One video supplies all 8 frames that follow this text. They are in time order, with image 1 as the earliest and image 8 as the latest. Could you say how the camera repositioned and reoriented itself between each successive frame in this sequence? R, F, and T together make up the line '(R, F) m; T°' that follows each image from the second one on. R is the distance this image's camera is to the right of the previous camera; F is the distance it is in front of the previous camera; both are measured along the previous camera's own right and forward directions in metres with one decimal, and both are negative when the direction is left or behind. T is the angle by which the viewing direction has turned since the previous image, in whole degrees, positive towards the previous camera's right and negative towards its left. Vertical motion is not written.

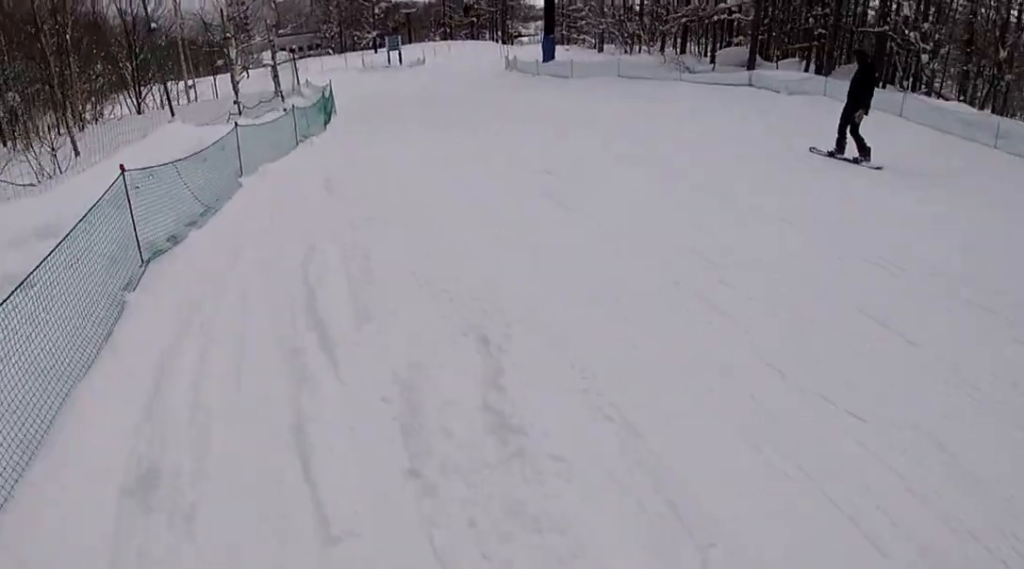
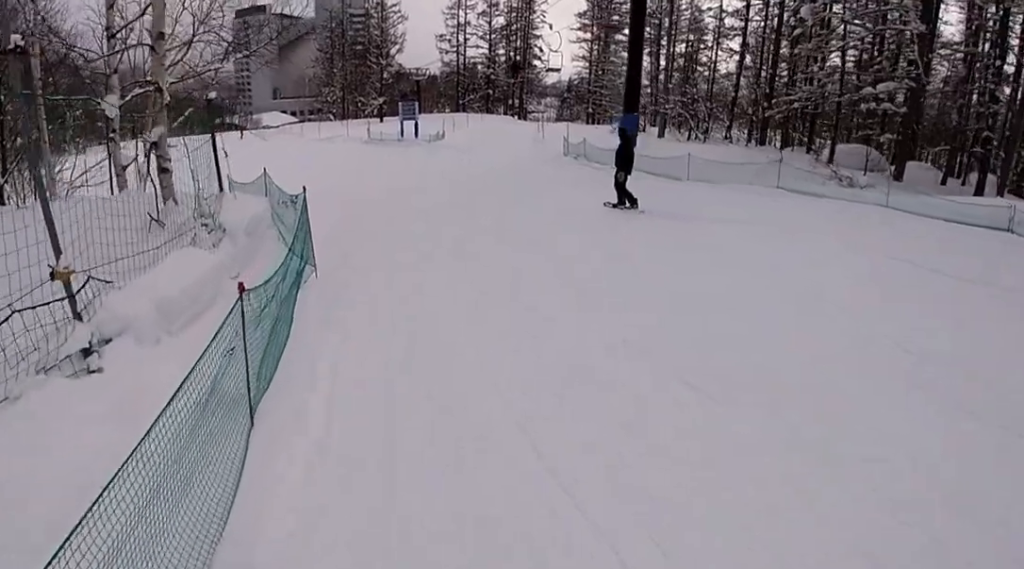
(0.0, +13.5) m; -3°
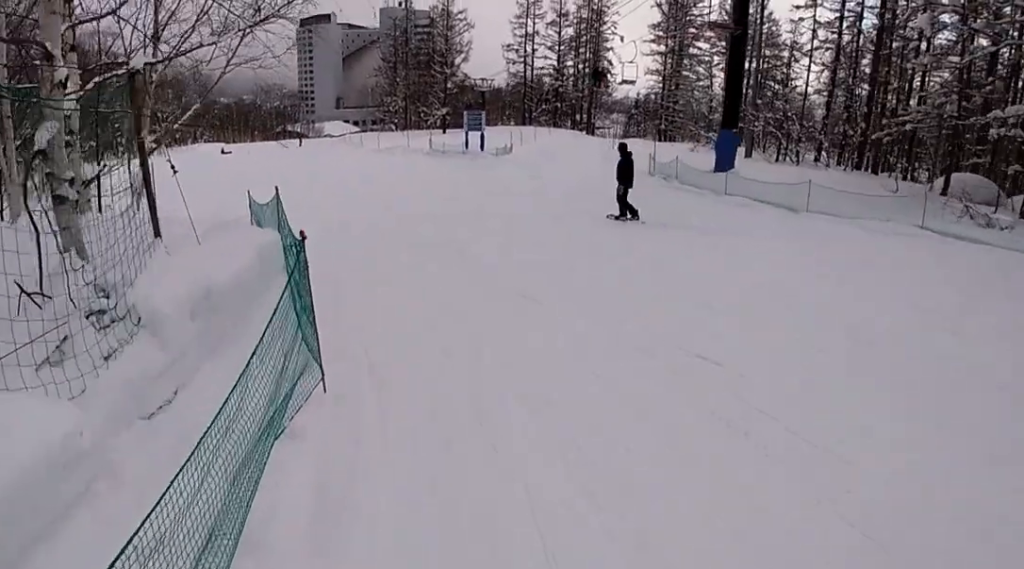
(0.0, +3.6) m; -4°
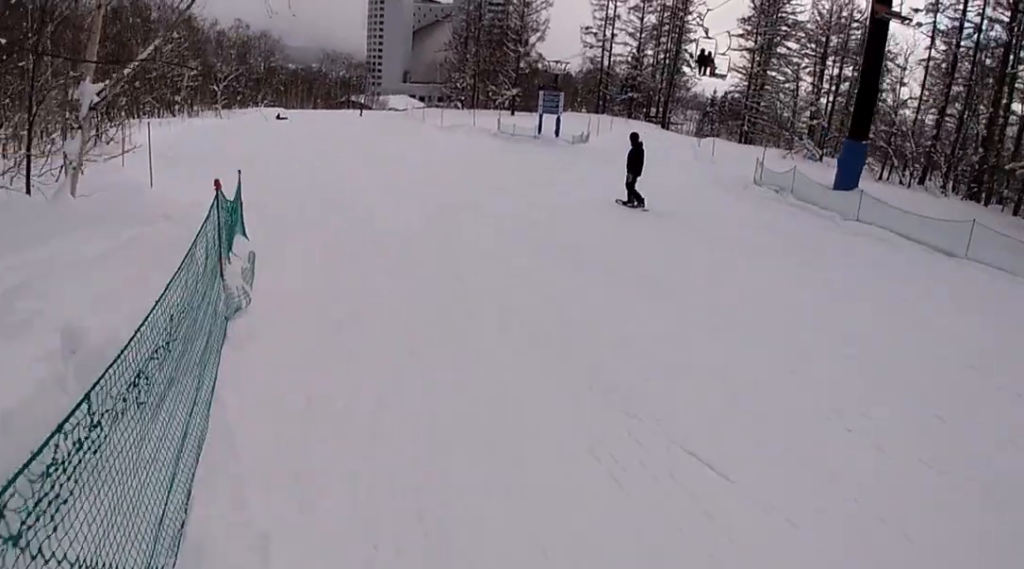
(-0.2, +3.9) m; -9°
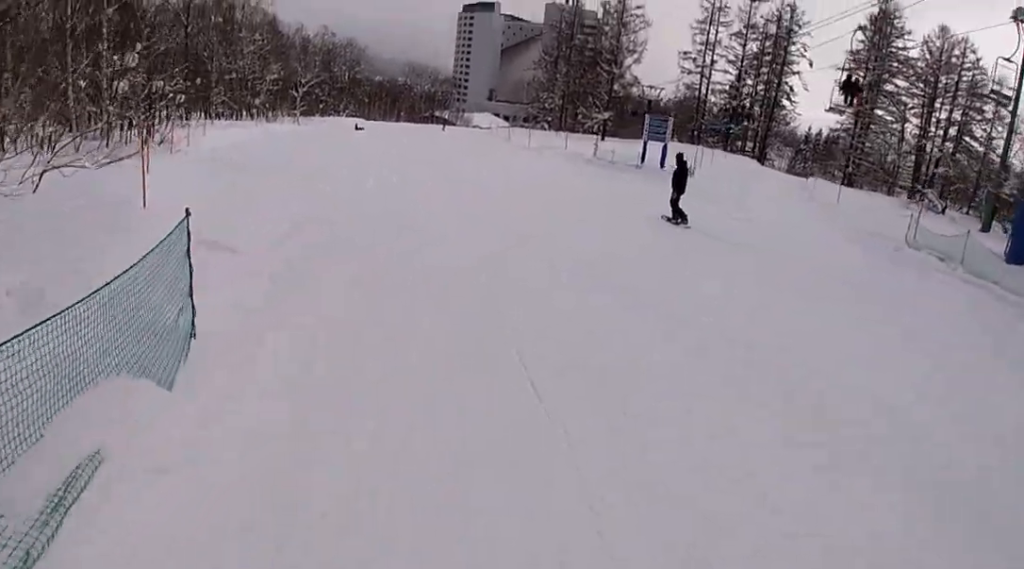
(-0.4, +3.8) m; -9°
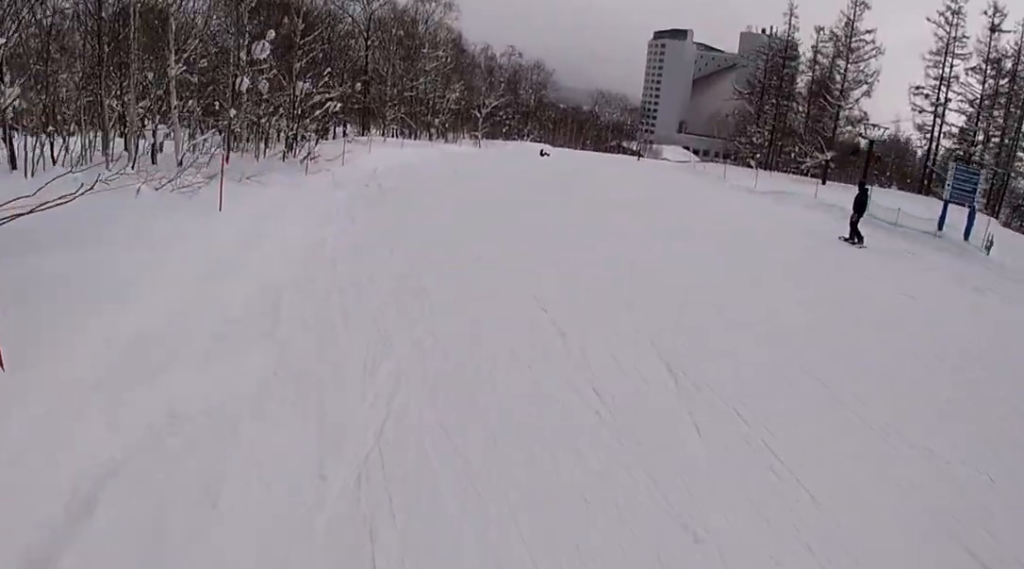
(-0.9, +7.4) m; -9°
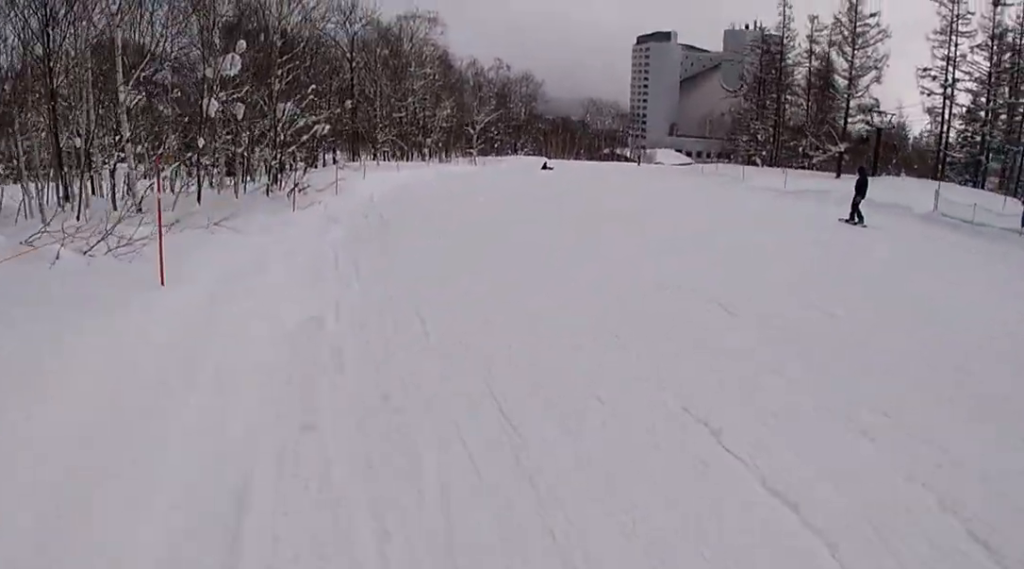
(0.0, +3.7) m; 0°
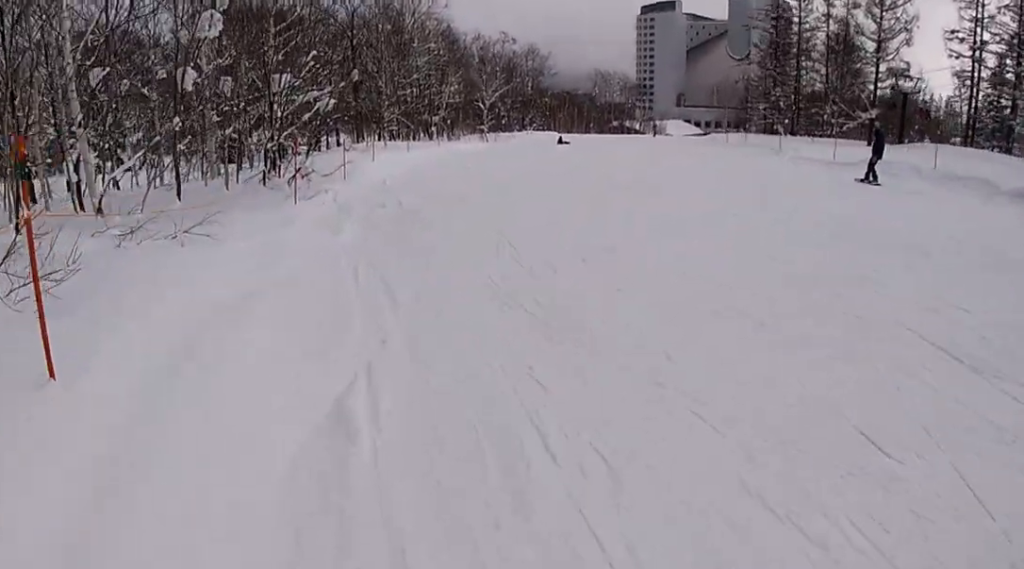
(0.0, +3.3) m; 0°
